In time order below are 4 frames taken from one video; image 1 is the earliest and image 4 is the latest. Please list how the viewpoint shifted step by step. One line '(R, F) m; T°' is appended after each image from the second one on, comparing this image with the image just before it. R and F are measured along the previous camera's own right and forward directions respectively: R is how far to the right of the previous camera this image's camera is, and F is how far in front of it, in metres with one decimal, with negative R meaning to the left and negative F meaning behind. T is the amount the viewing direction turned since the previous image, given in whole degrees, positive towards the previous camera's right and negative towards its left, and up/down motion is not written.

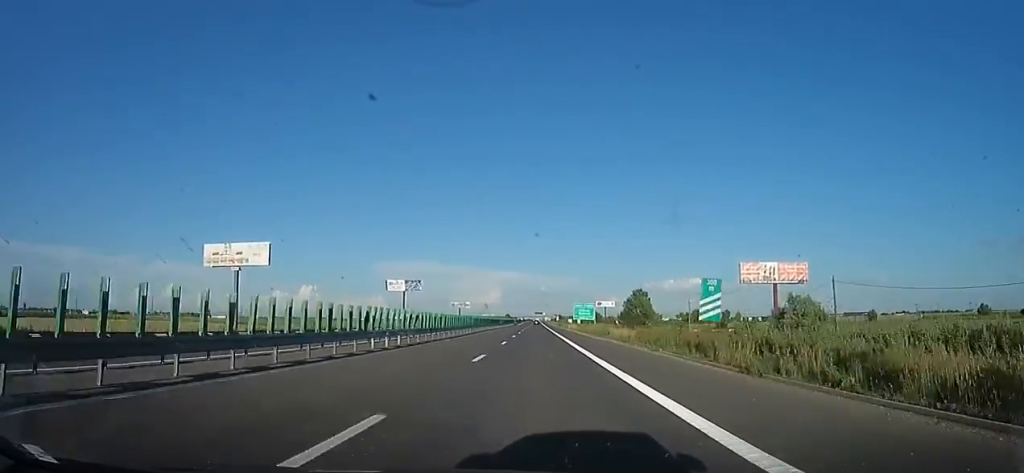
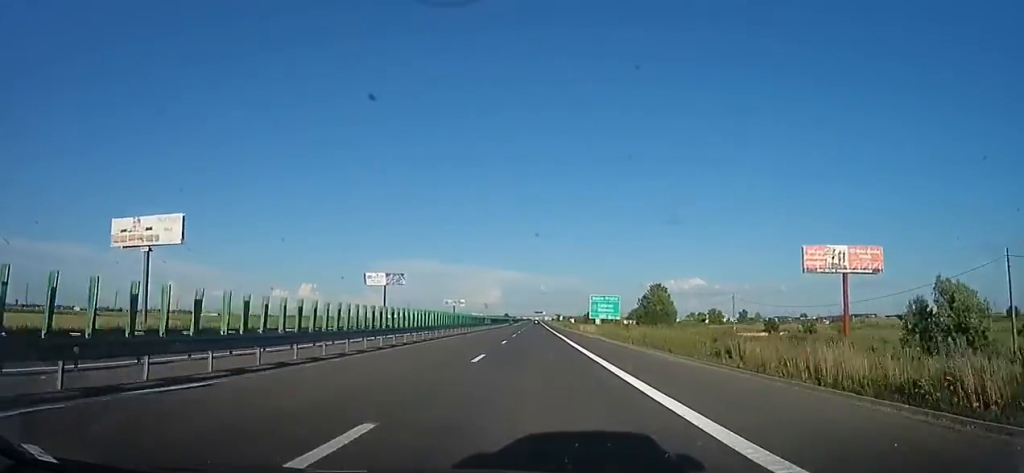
(+0.7, +24.8) m; +1°
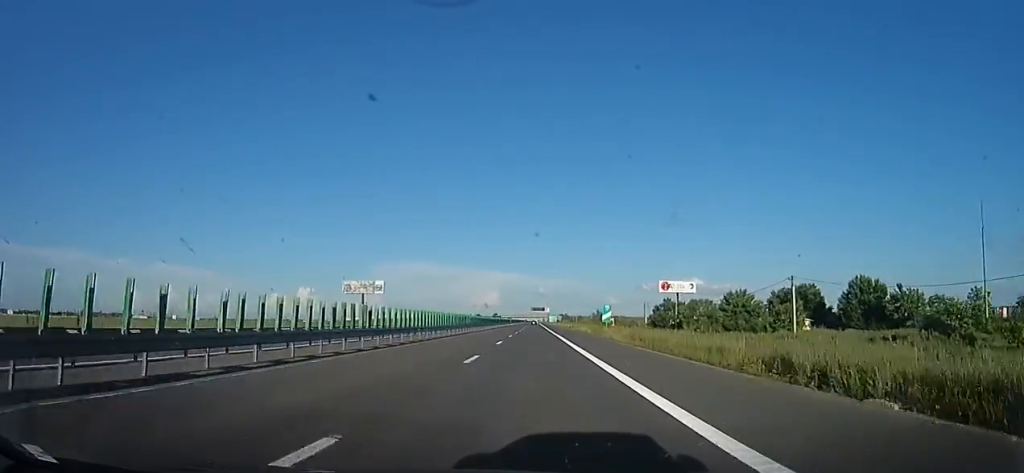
(-5.9, +183.9) m; -2°
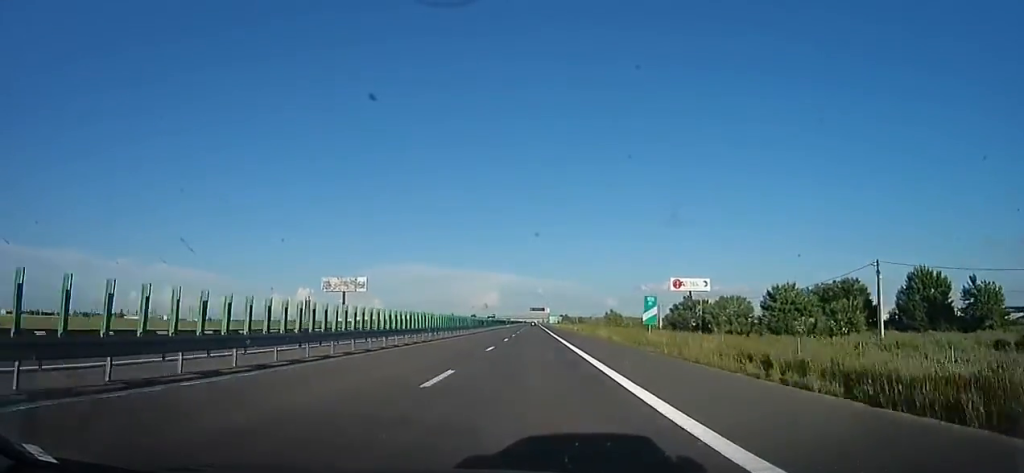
(-0.7, +16.9) m; 0°
